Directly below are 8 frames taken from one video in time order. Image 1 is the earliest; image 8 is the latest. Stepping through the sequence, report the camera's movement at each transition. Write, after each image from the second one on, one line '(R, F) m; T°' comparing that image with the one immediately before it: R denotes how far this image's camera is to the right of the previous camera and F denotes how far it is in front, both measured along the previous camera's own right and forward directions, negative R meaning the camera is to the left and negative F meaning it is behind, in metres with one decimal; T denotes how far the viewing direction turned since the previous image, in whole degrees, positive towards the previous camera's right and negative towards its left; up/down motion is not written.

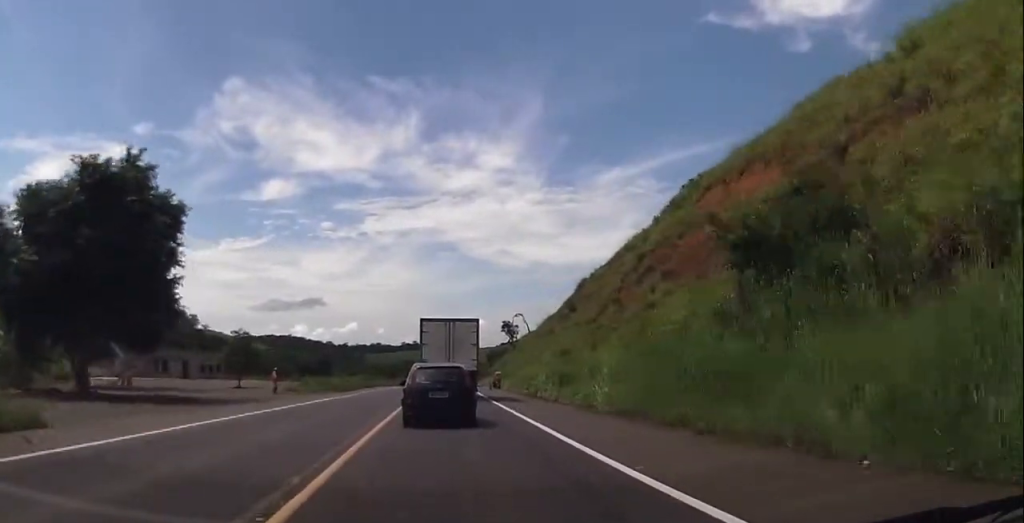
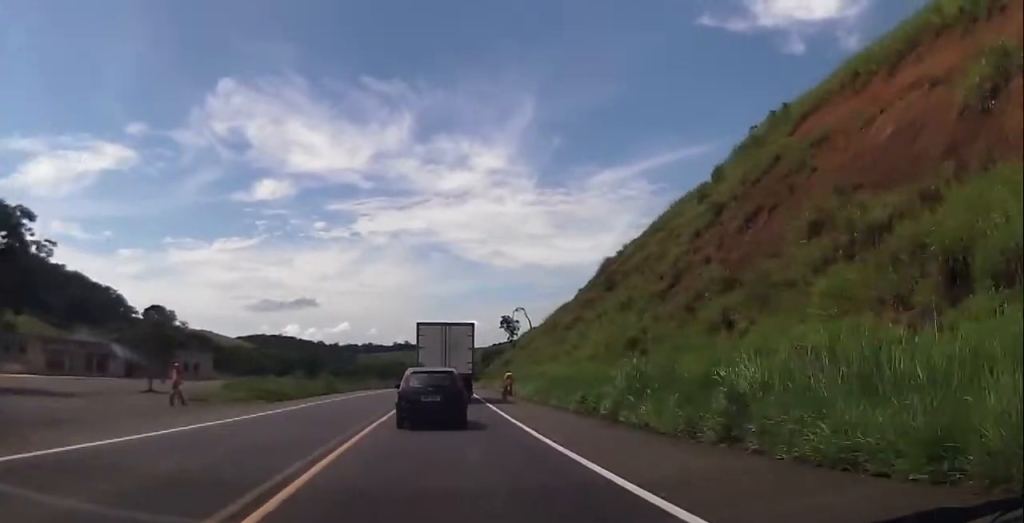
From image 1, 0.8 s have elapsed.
(+0.2, +18.0) m; +1°
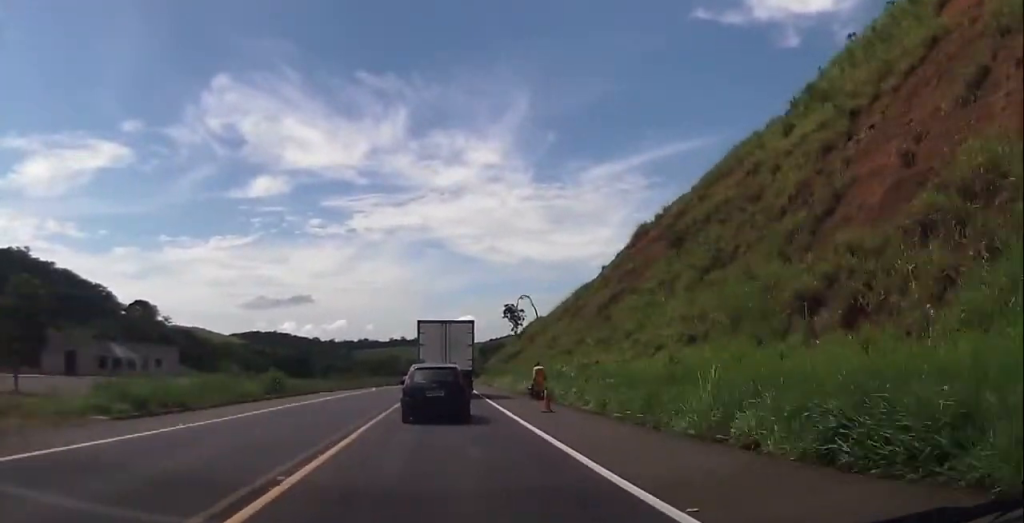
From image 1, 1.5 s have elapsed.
(+0.1, +15.0) m; 0°
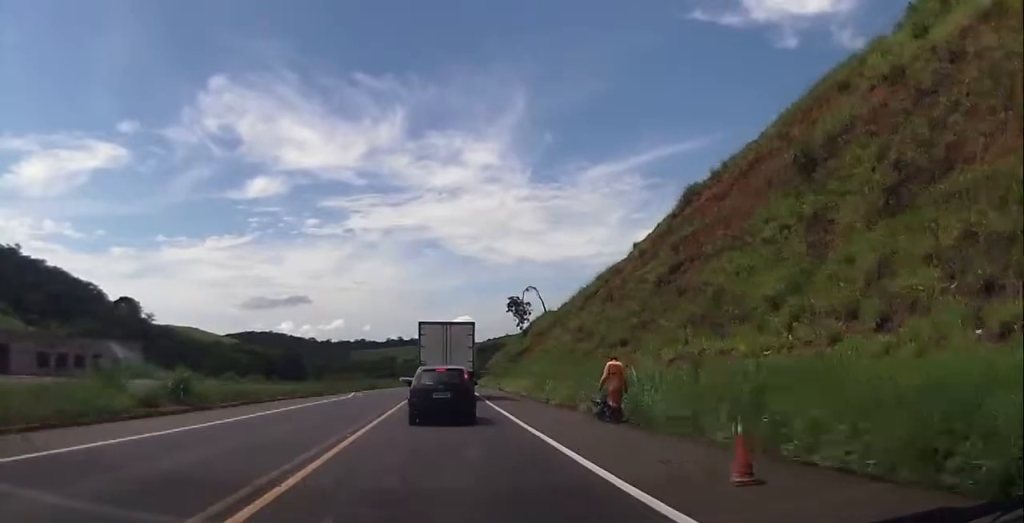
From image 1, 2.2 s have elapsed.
(+0.1, +13.6) m; 0°
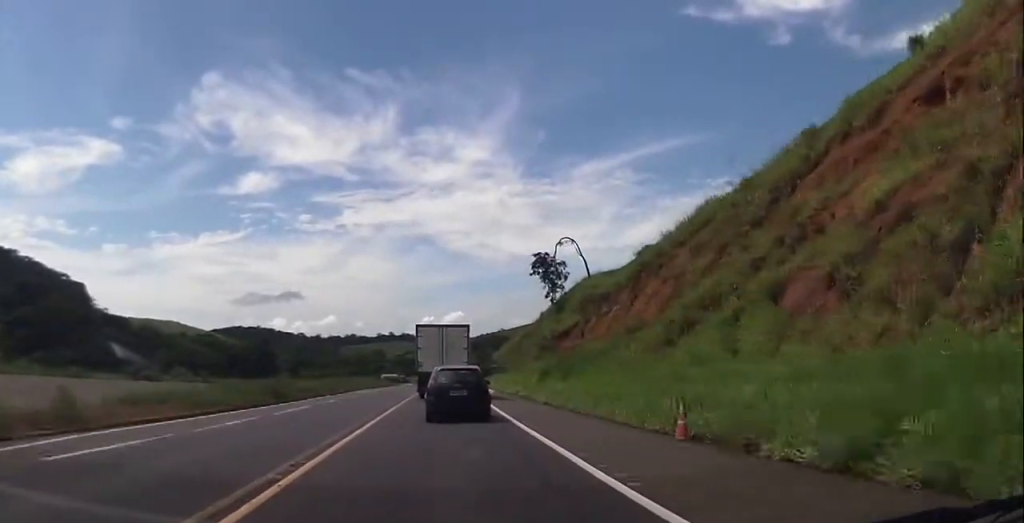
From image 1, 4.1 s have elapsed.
(+0.5, +41.6) m; +1°
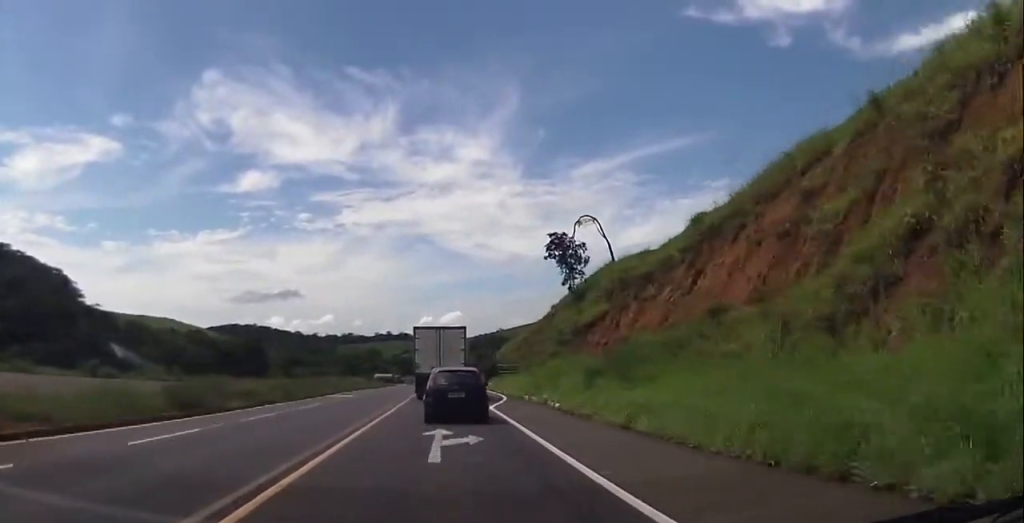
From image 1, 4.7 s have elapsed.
(-0.4, +12.1) m; 0°
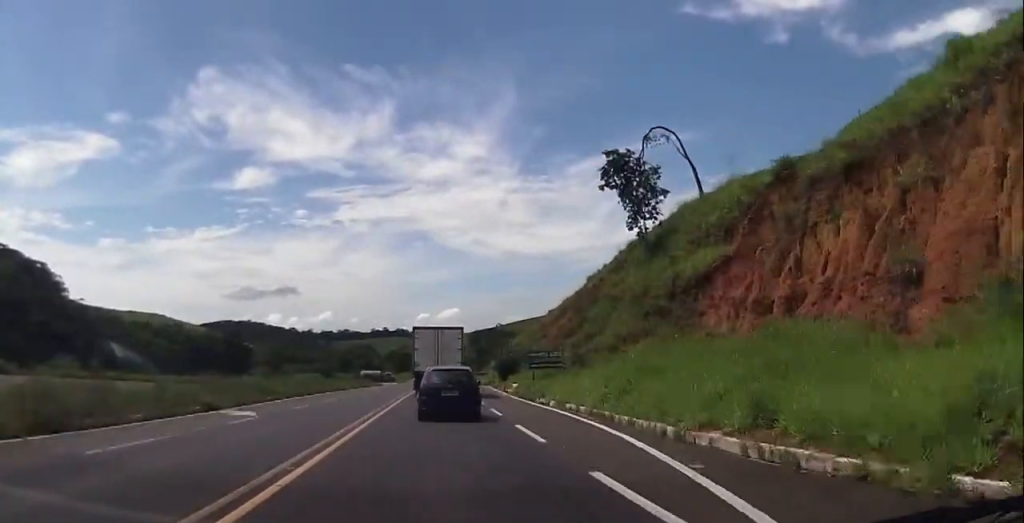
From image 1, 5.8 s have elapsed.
(+0.3, +25.0) m; +2°
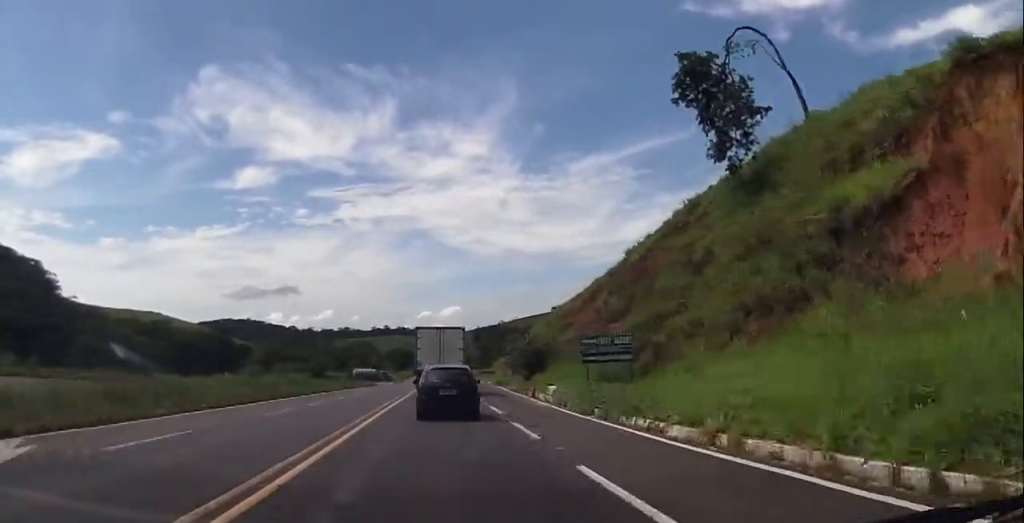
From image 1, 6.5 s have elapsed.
(+0.1, +14.4) m; 0°
